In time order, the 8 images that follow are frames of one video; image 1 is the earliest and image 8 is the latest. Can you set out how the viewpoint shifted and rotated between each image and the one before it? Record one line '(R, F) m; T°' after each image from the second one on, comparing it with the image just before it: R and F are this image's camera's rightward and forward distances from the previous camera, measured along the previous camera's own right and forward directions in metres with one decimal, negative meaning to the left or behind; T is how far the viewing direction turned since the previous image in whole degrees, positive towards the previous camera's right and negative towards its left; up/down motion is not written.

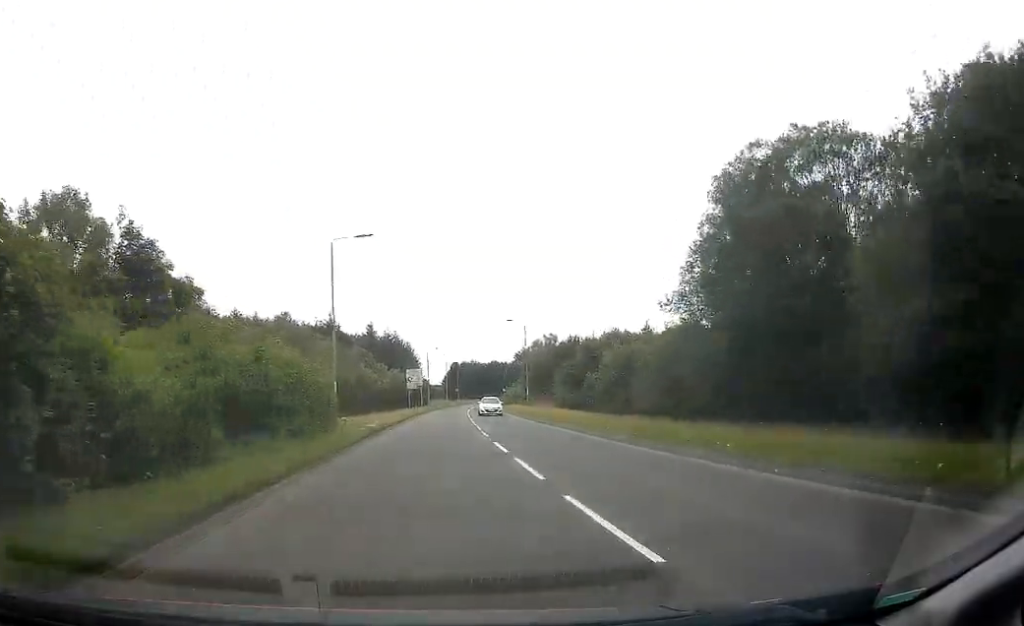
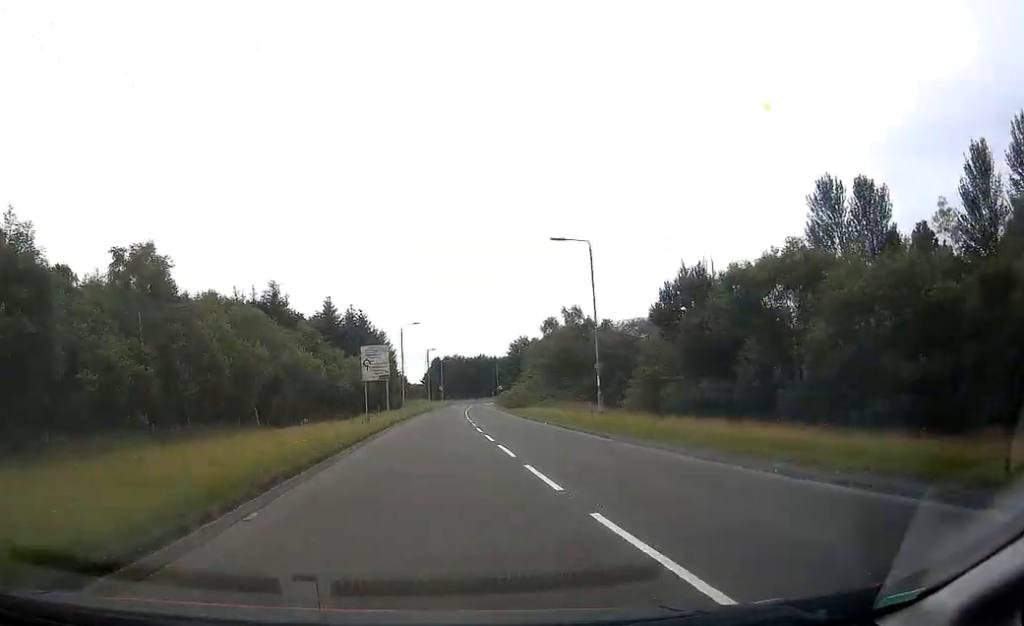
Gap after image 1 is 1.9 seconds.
(+0.4, +32.3) m; +1°
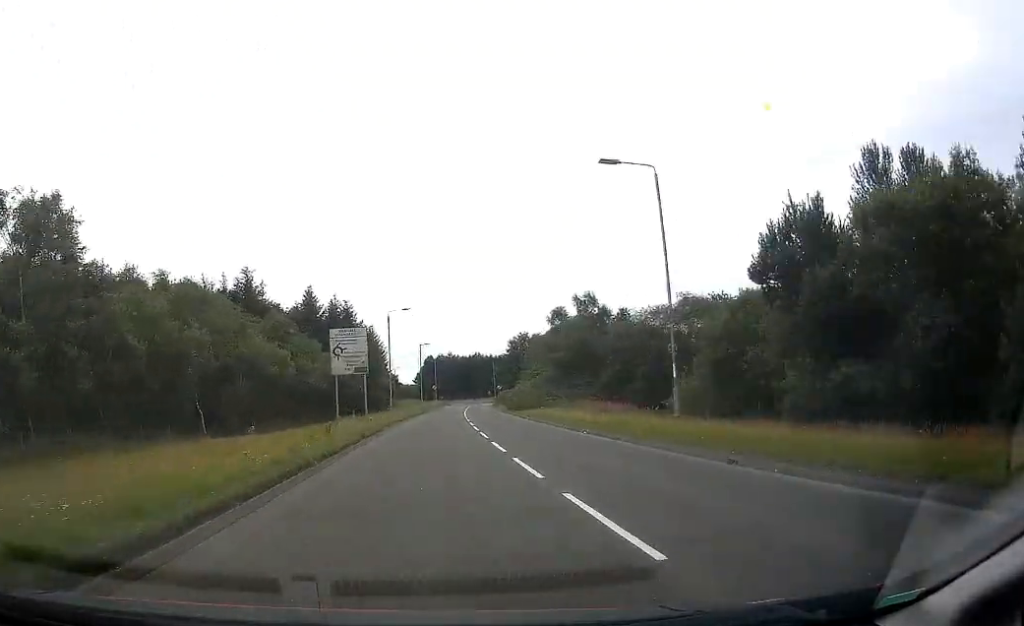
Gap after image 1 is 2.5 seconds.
(0.0, +10.1) m; +1°
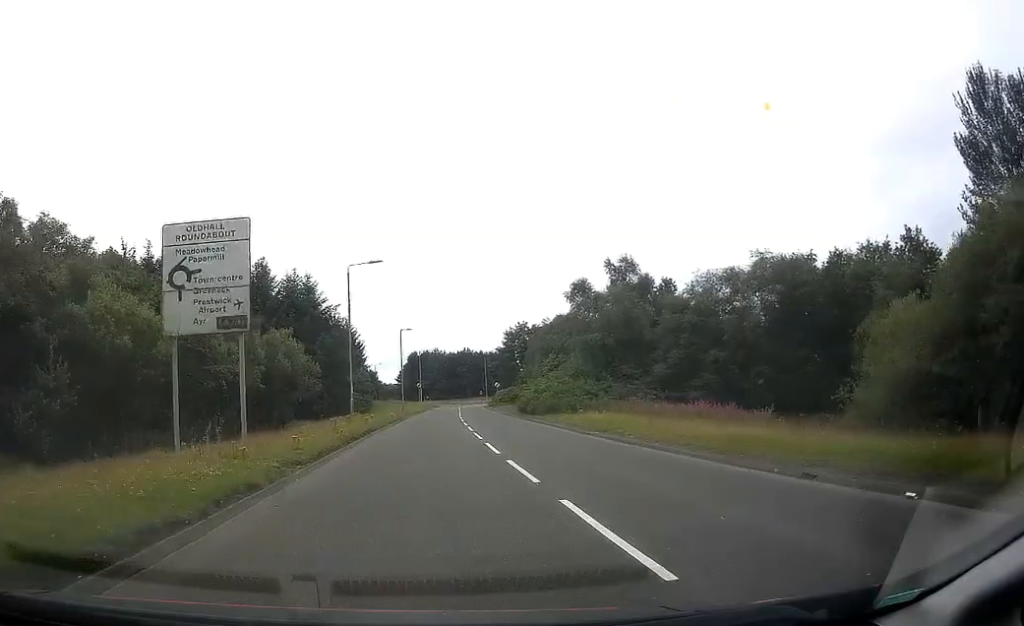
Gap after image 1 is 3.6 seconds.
(+0.3, +19.1) m; +1°
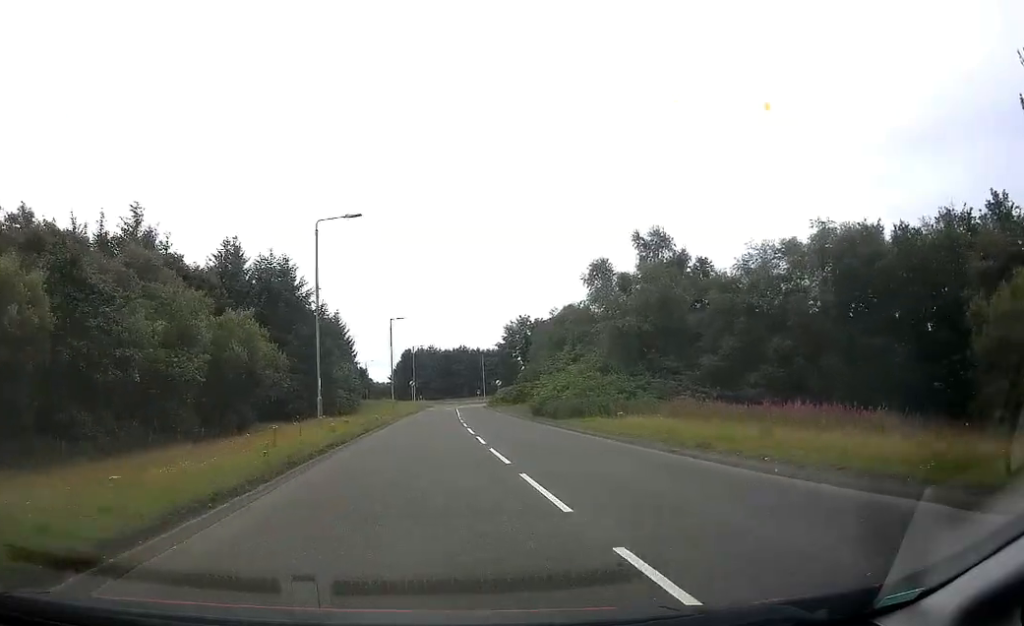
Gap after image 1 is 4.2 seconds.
(0.0, +9.1) m; 0°
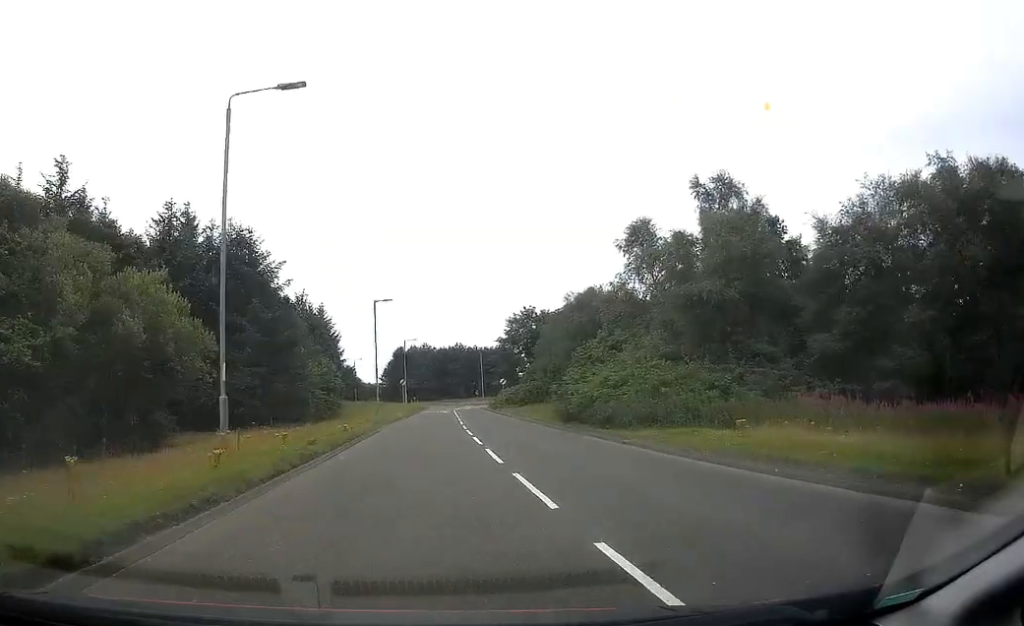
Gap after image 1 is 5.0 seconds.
(+0.1, +12.0) m; +1°
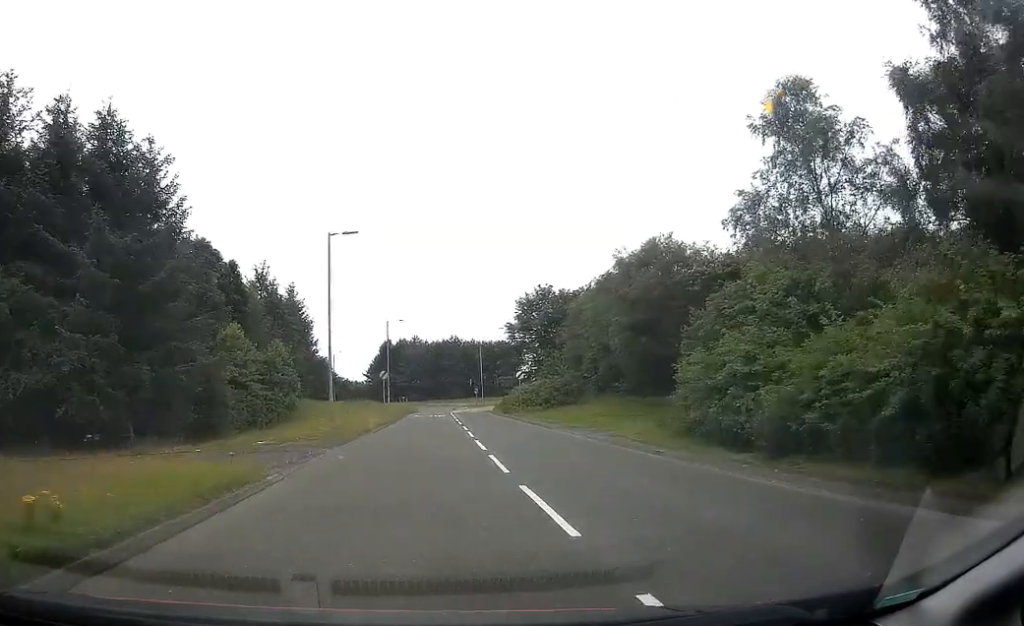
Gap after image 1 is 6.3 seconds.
(+0.1, +19.9) m; 0°
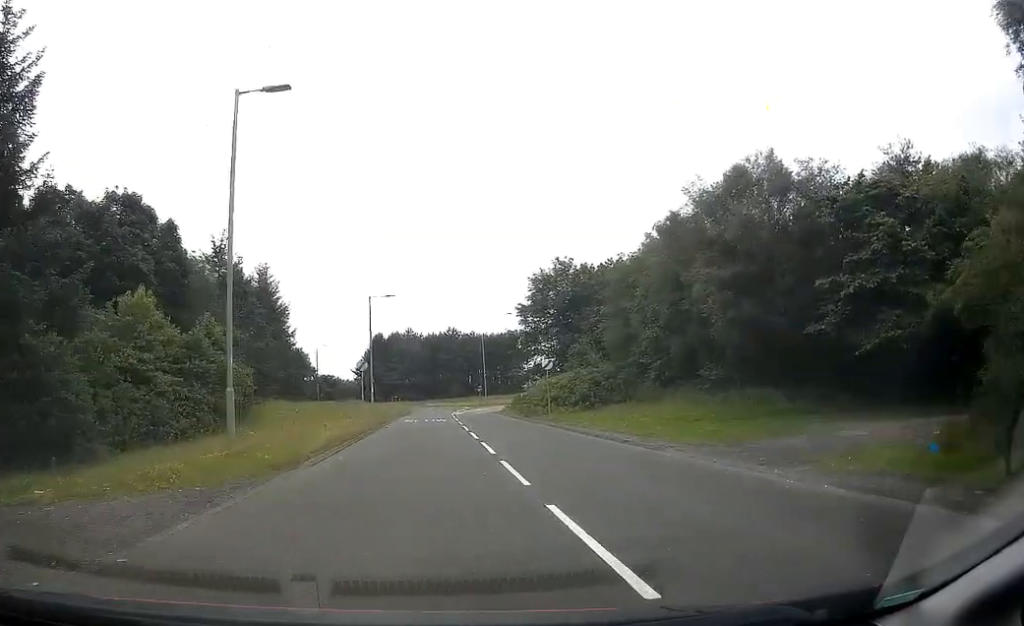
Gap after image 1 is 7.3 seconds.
(0.0, +14.6) m; 0°
